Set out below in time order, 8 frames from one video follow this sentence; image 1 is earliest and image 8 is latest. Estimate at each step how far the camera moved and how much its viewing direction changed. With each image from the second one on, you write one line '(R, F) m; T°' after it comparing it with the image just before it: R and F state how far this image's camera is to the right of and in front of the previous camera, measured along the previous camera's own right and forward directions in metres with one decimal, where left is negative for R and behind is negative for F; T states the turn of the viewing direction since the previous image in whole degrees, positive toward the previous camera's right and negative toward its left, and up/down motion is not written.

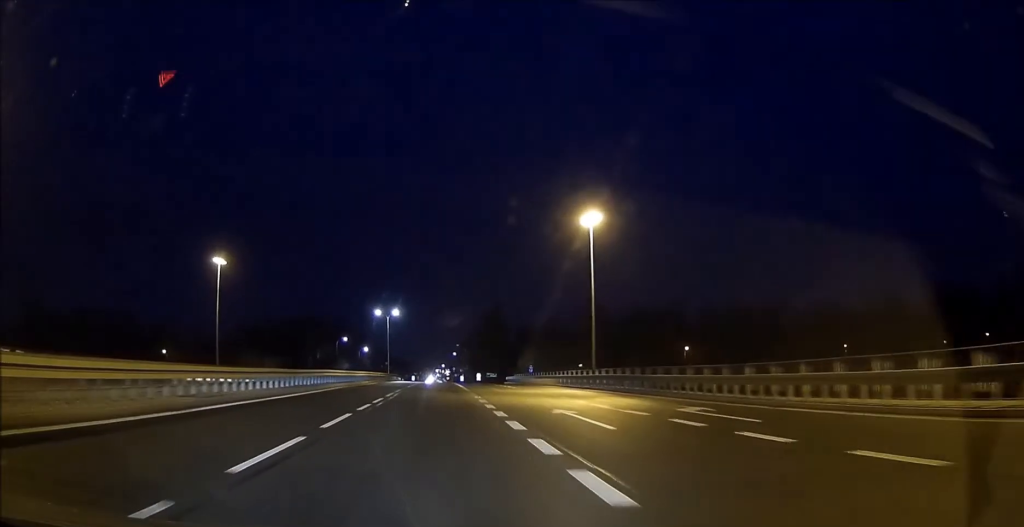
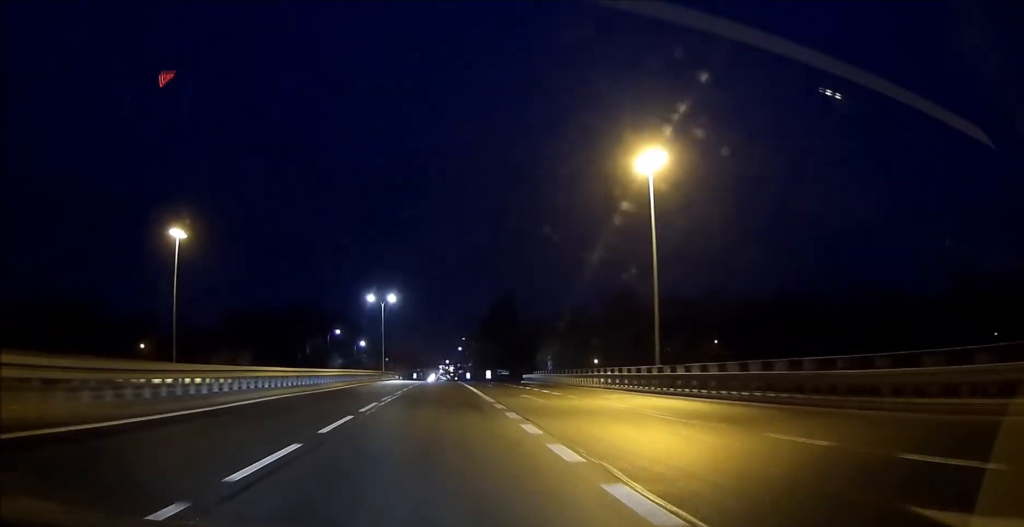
(0.0, +16.6) m; 0°
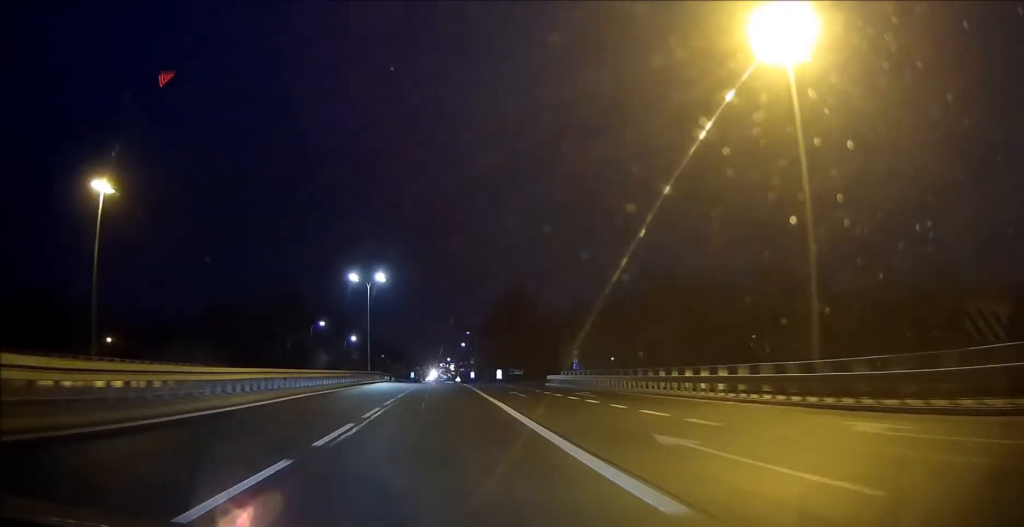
(+0.1, +19.2) m; 0°
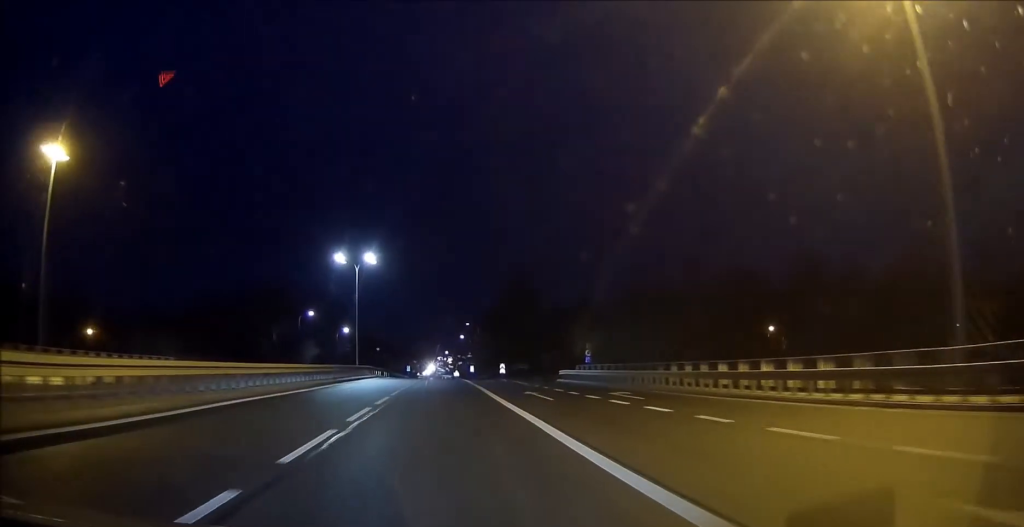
(-0.1, +8.4) m; 0°
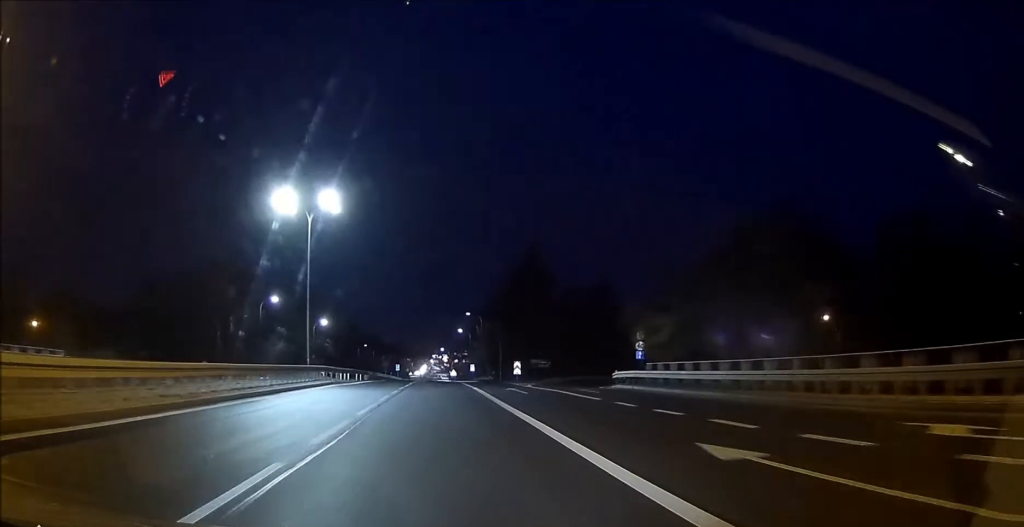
(0.0, +21.6) m; 0°
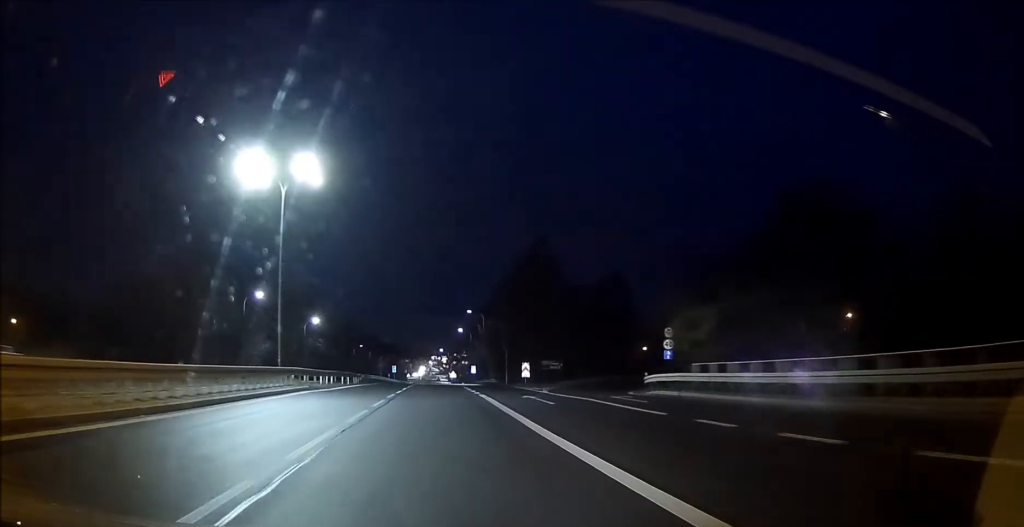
(0.0, +7.2) m; 0°
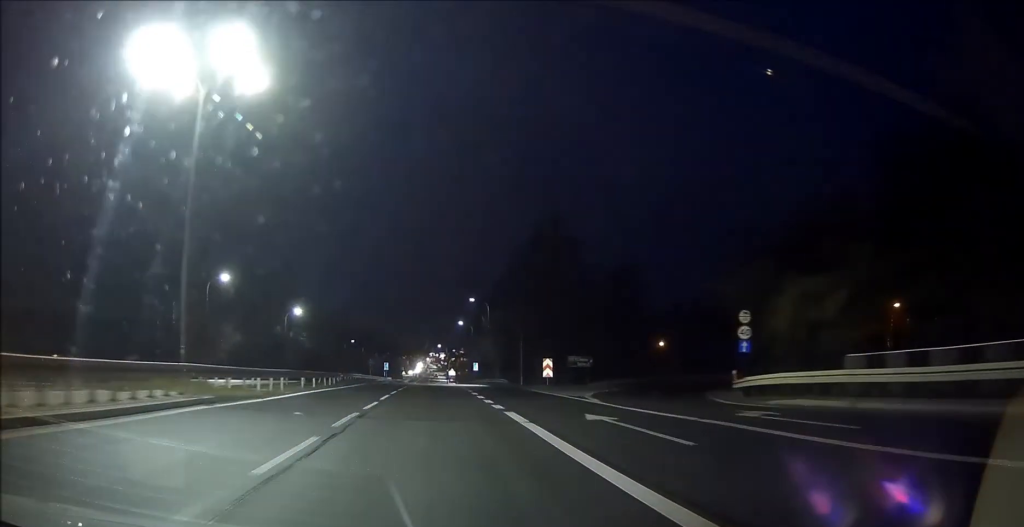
(+0.1, +13.0) m; 0°
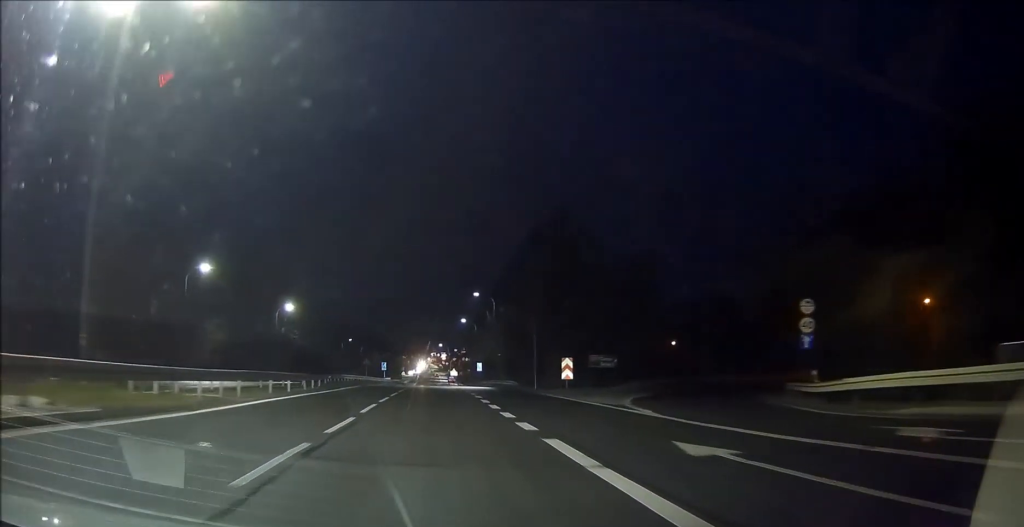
(0.0, +6.6) m; 0°
